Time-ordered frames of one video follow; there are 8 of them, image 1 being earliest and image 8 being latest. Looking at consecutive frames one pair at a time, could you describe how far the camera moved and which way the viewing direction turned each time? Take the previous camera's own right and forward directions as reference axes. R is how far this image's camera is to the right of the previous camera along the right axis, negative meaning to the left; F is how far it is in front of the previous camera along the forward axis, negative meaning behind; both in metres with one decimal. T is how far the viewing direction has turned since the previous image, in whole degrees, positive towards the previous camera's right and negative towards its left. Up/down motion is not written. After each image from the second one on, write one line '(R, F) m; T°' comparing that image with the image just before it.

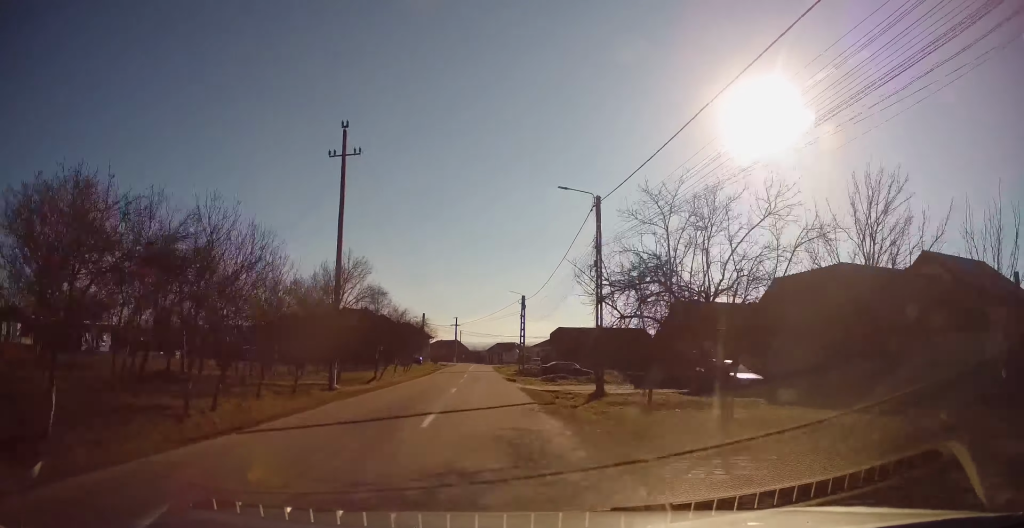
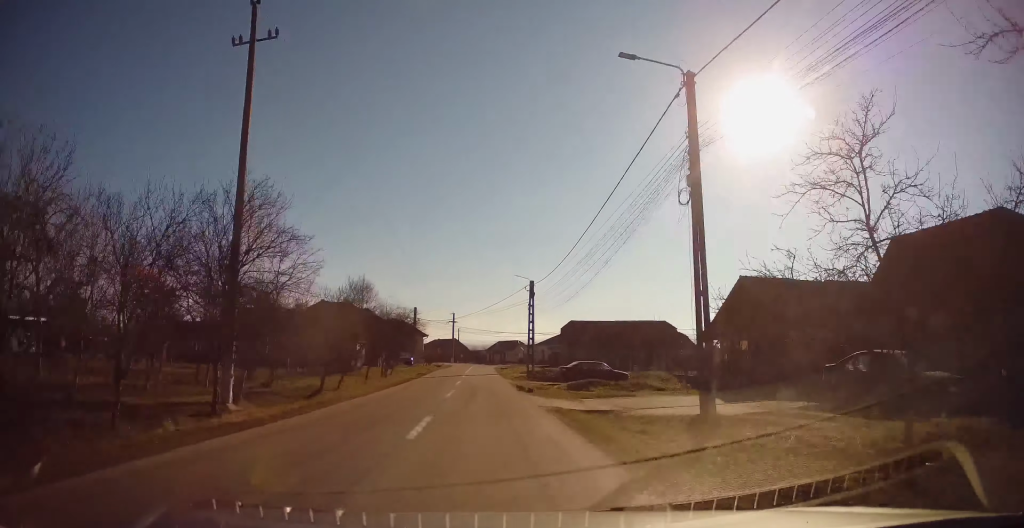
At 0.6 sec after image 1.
(0.0, +10.6) m; 0°
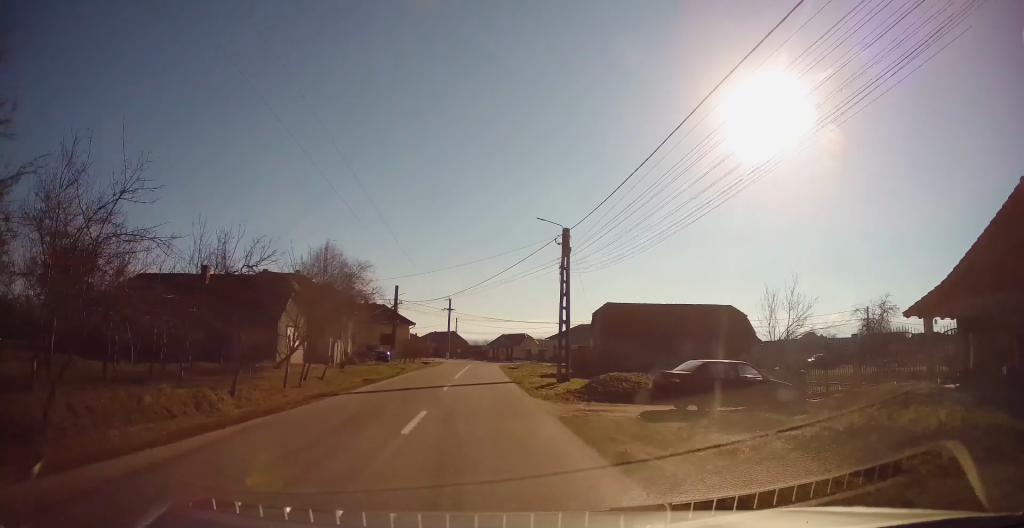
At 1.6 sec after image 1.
(+0.1, +18.9) m; 0°
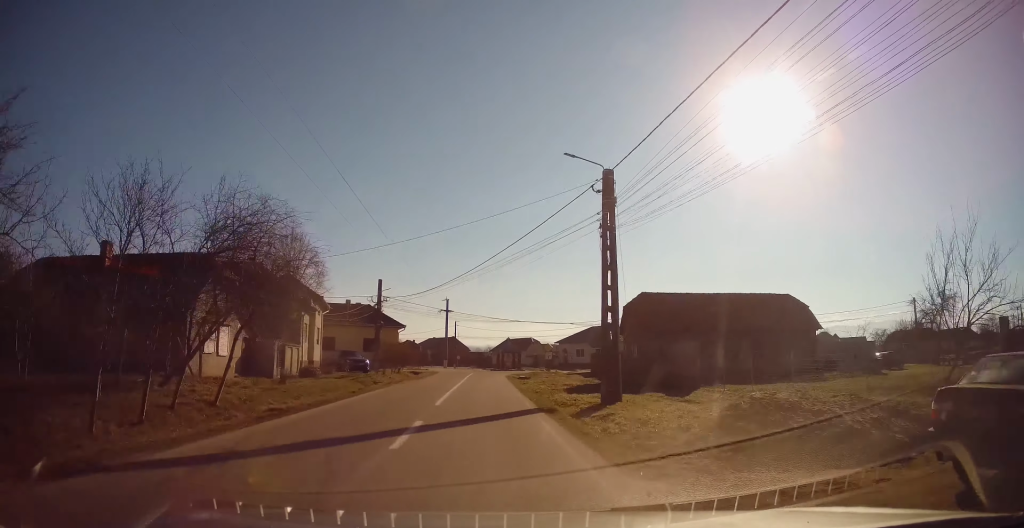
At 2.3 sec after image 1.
(+0.2, +10.6) m; 0°
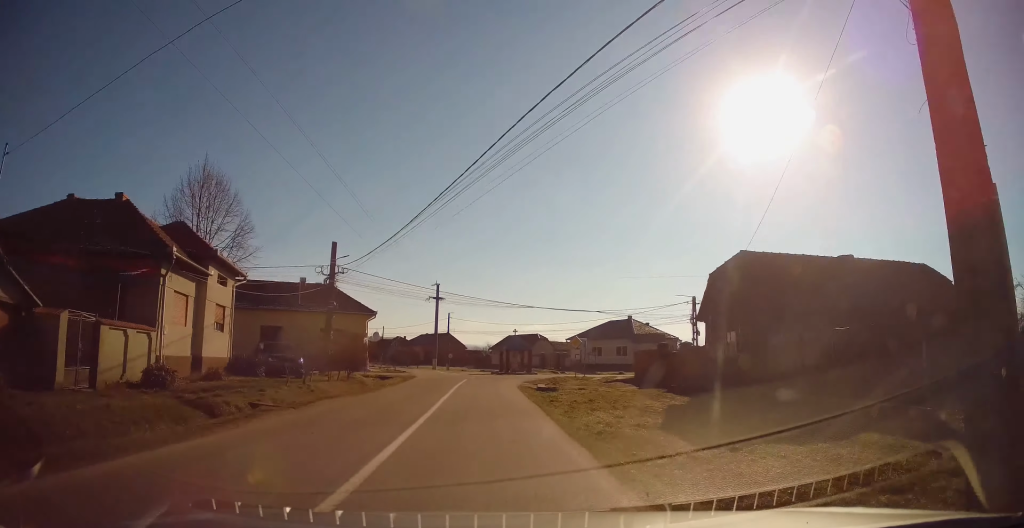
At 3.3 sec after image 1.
(-0.3, +14.9) m; -2°
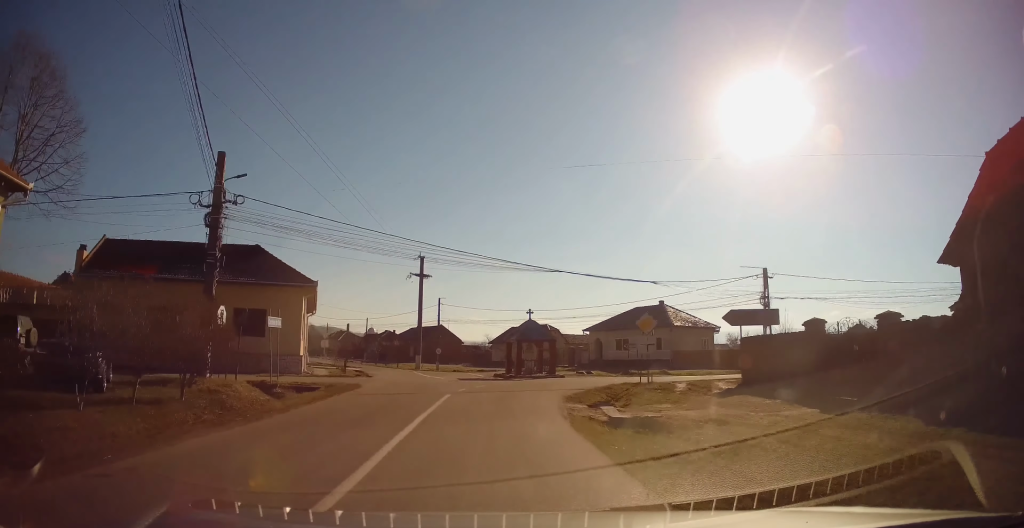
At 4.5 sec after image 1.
(-0.1, +14.8) m; +2°
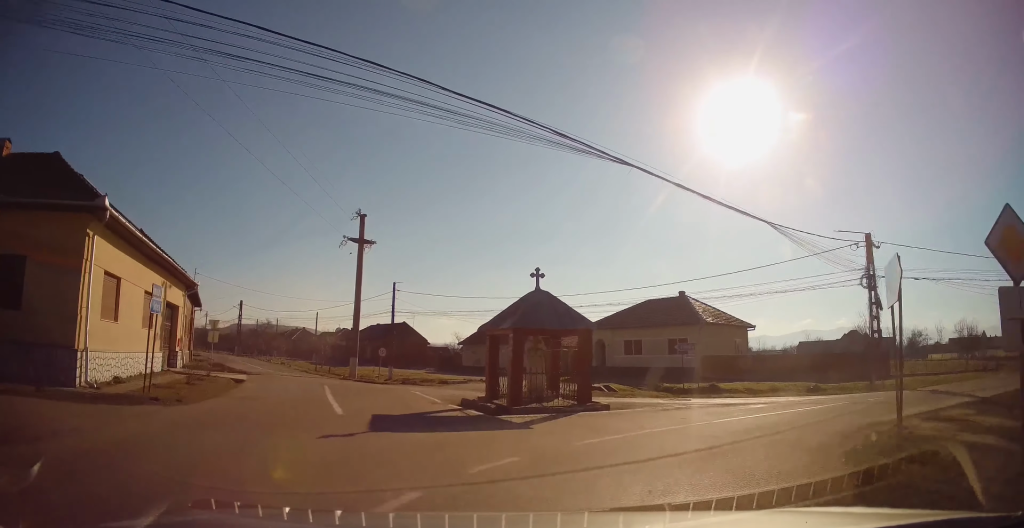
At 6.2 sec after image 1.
(+0.1, +15.9) m; +2°
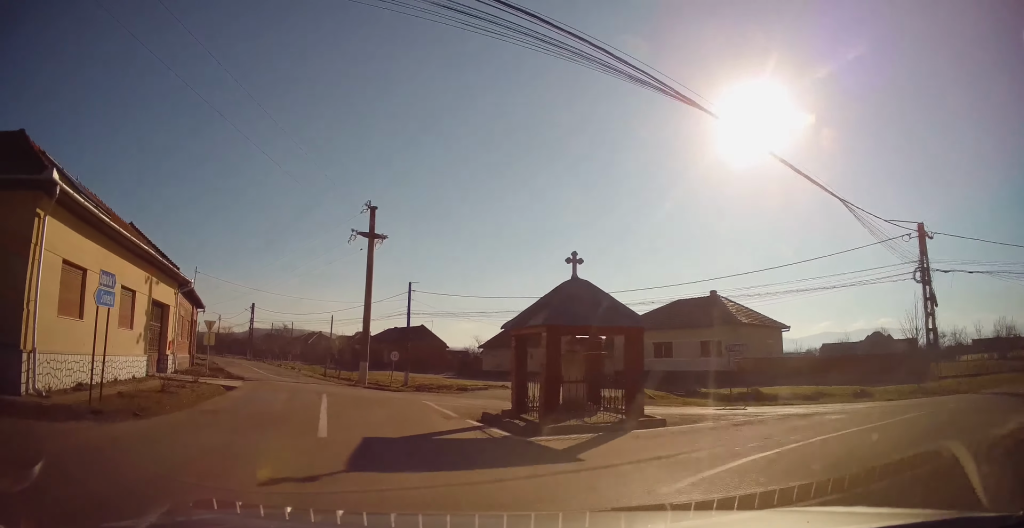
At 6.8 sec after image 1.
(+0.3, +3.3) m; -2°
